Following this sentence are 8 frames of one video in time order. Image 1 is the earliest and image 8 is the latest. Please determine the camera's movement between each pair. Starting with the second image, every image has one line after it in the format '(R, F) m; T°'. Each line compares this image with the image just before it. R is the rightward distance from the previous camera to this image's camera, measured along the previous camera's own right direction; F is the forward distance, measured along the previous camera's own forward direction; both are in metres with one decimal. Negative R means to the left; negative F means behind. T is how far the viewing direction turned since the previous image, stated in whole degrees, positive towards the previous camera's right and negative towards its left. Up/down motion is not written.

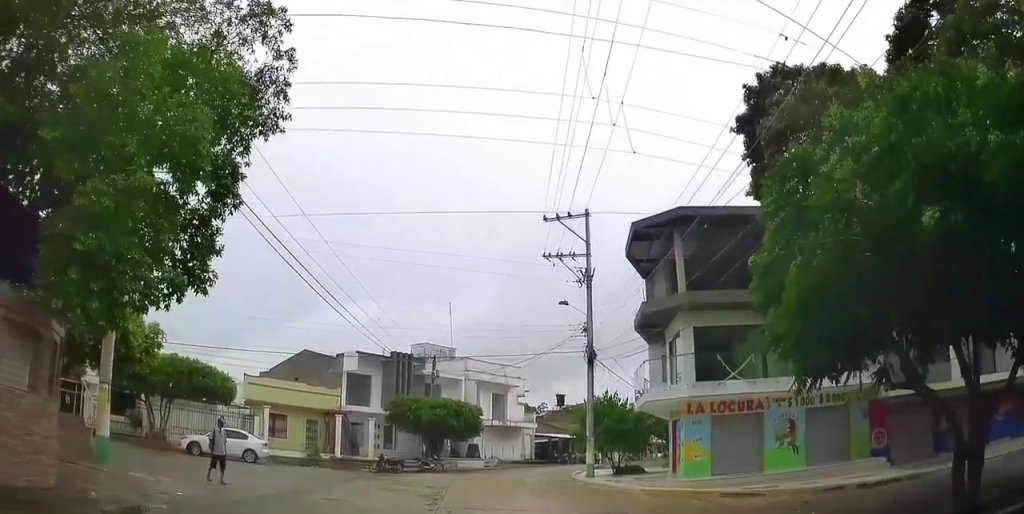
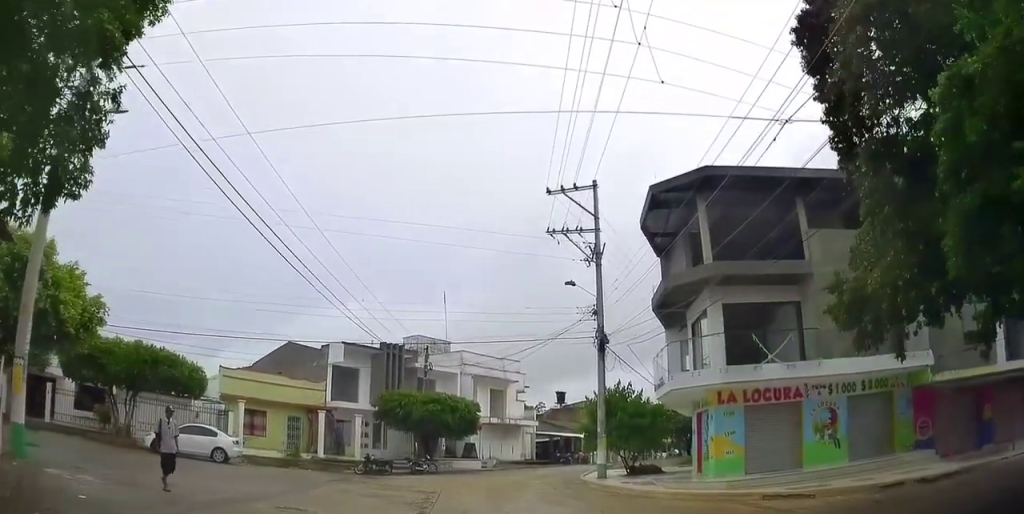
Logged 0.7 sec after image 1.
(-0.1, +4.4) m; -1°
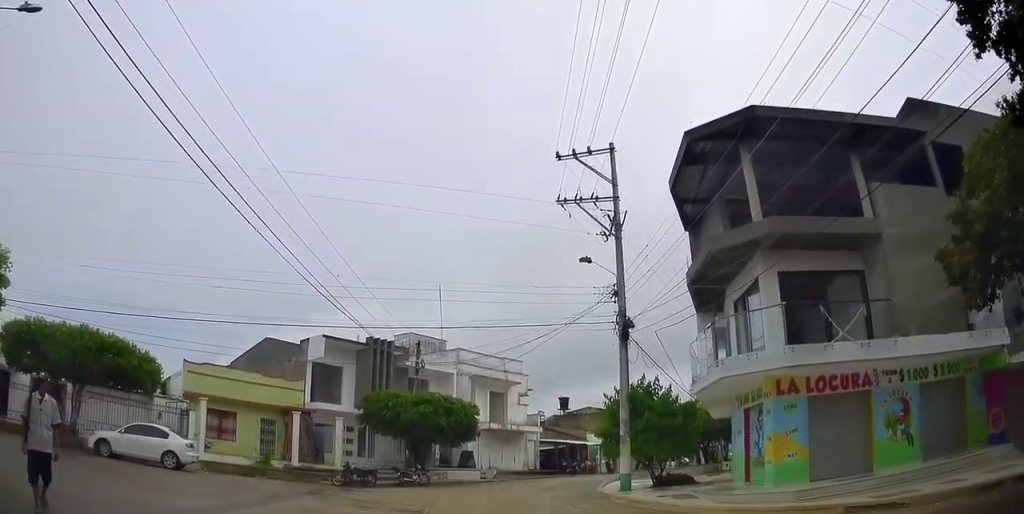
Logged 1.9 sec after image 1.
(+0.1, +6.5) m; +4°
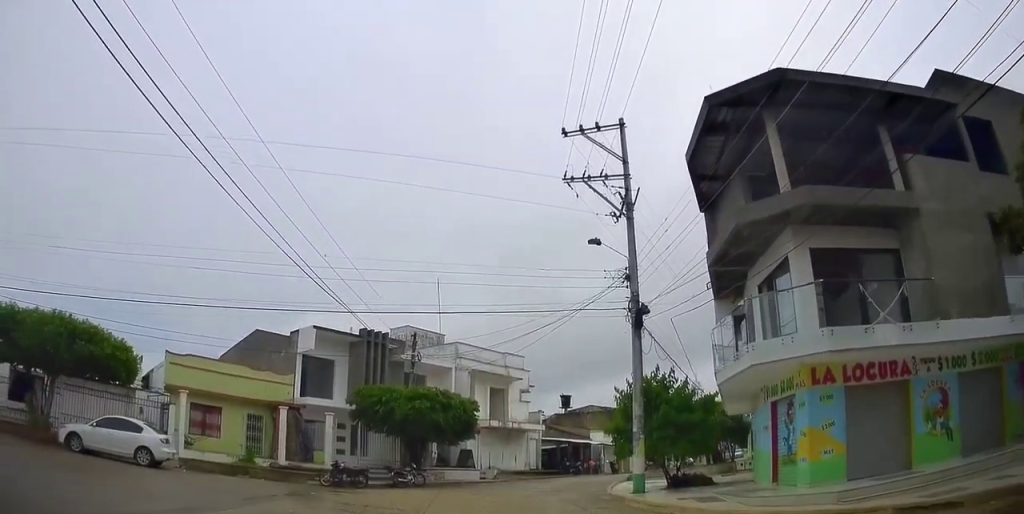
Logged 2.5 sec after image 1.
(+0.2, +2.6) m; +2°
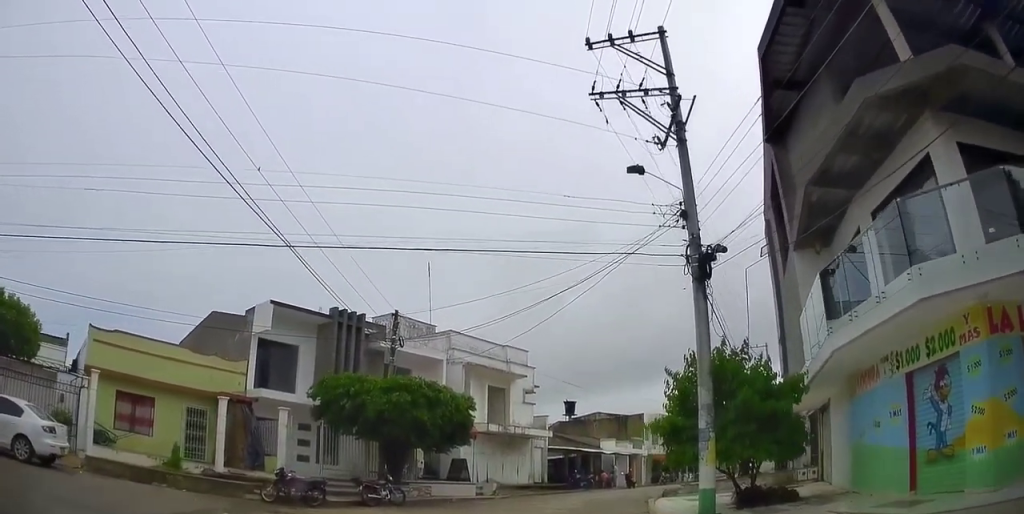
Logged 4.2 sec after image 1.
(-0.3, +5.9) m; +1°
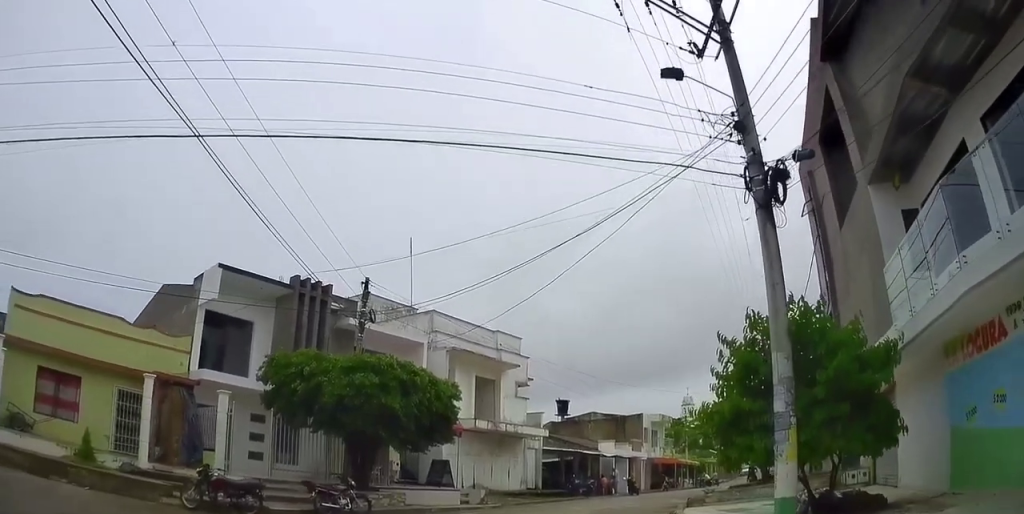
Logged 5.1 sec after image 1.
(+0.2, +3.0) m; +12°
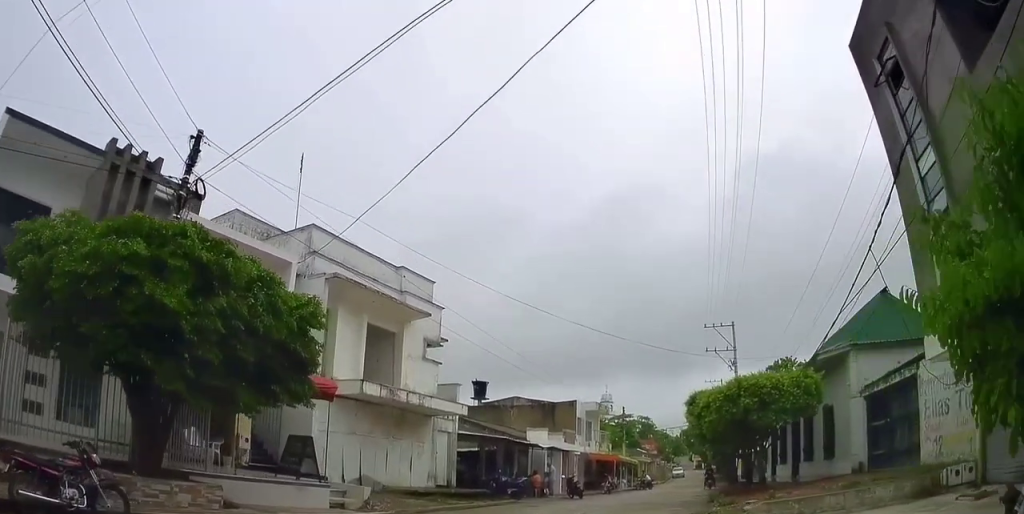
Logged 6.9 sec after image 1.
(+1.1, +7.1) m; +11°
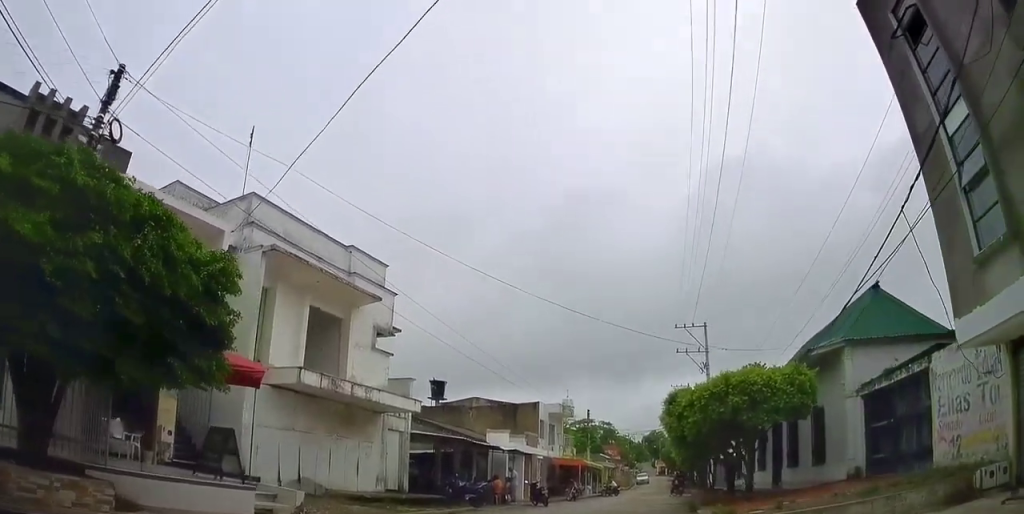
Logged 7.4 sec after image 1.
(0.0, +2.2) m; 0°
